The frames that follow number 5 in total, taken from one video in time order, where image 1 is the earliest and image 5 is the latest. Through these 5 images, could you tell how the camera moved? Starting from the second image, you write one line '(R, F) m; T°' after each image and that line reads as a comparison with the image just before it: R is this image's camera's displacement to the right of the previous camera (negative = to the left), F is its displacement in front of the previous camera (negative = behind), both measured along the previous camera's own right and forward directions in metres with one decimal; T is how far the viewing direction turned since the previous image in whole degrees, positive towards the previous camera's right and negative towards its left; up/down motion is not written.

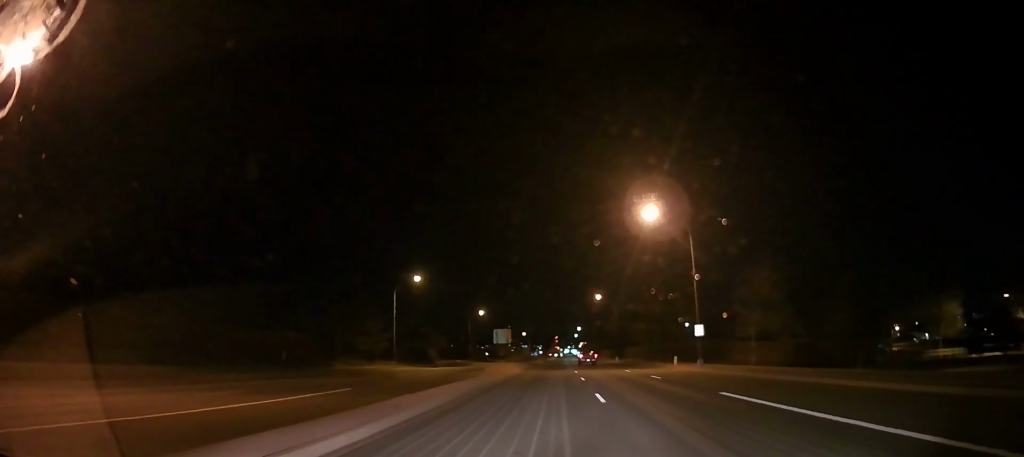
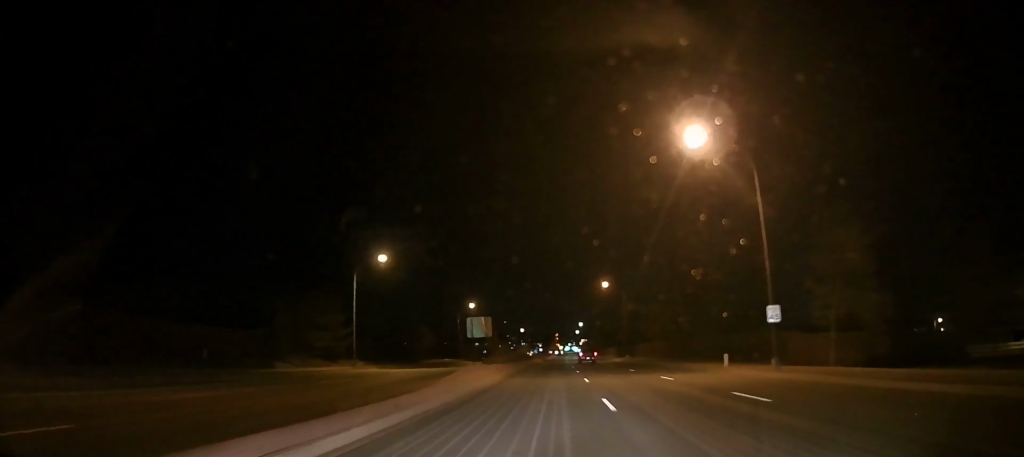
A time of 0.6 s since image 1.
(-0.1, +14.9) m; 0°
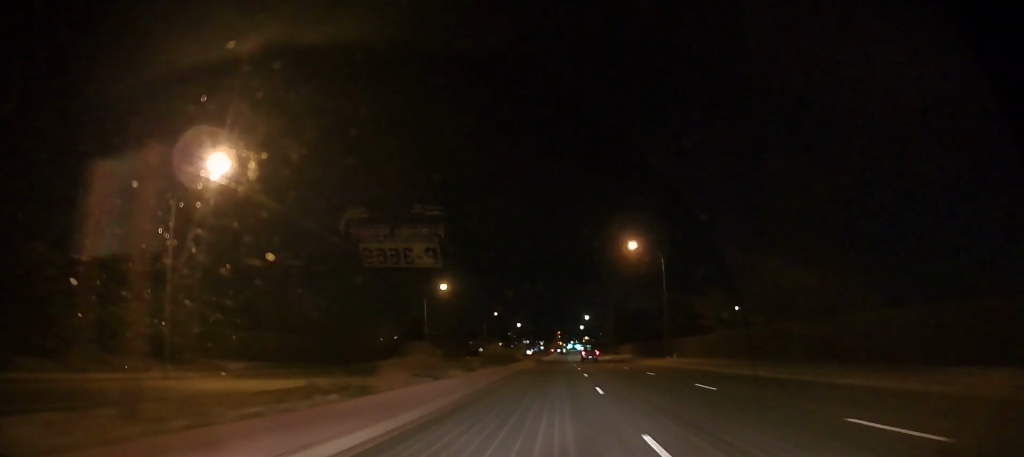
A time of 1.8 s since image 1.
(-0.2, +31.0) m; 0°
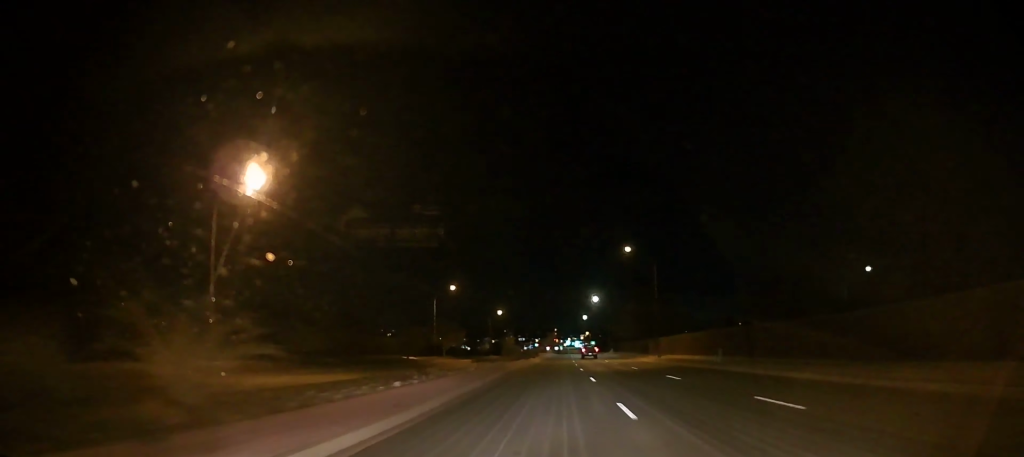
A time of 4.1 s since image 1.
(0.0, +56.7) m; -2°
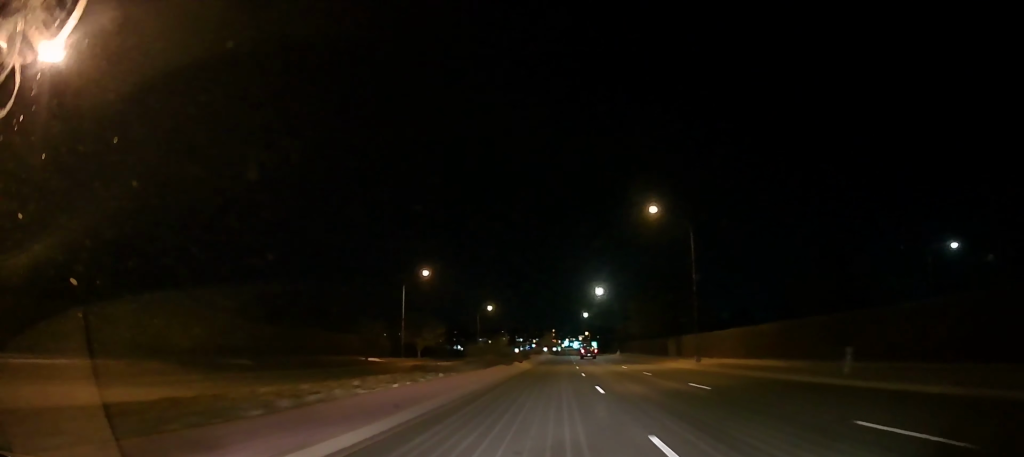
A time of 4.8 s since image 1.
(-0.7, +18.2) m; +3°
